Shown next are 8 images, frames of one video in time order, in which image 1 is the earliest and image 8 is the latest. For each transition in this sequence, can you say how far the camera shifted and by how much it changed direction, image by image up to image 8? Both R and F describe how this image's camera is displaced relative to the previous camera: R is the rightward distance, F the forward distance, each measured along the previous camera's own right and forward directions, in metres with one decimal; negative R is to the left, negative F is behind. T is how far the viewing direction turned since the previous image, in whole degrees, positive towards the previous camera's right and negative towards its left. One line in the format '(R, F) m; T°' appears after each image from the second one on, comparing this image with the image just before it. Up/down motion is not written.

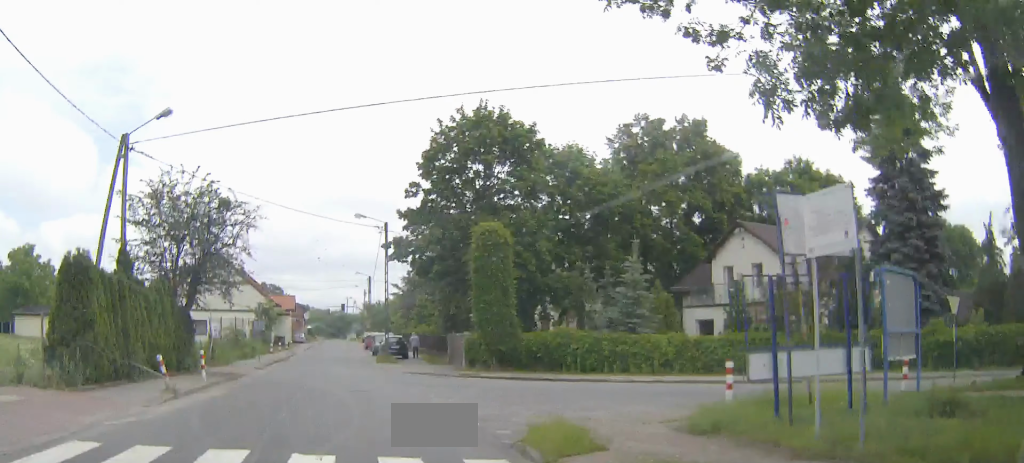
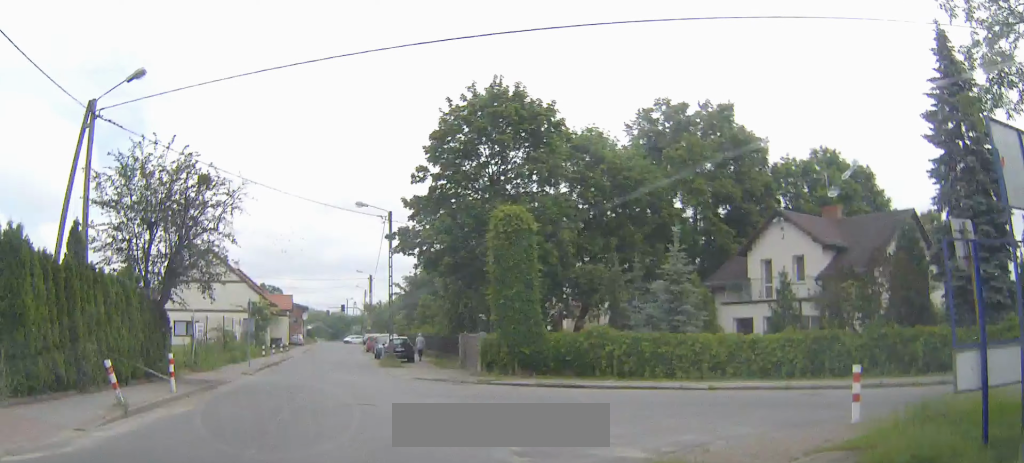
(0.0, +3.8) m; 0°
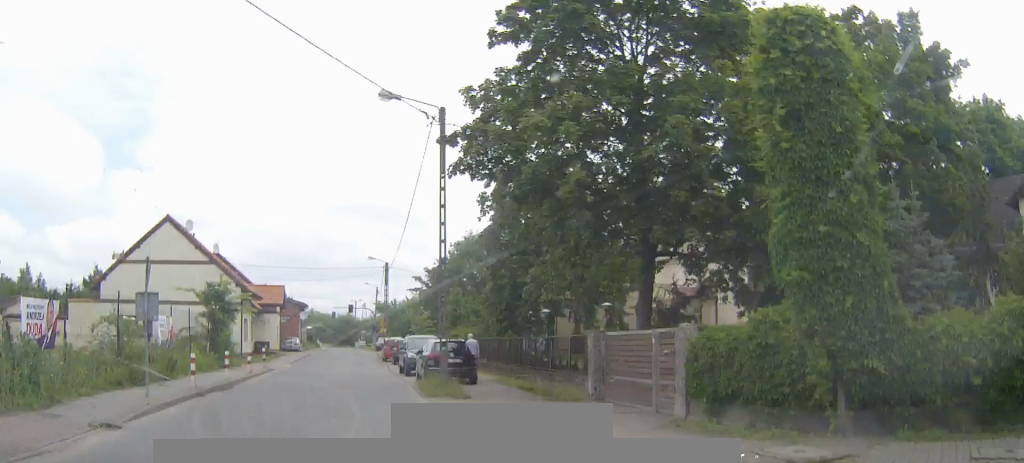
(0.0, +17.7) m; -1°
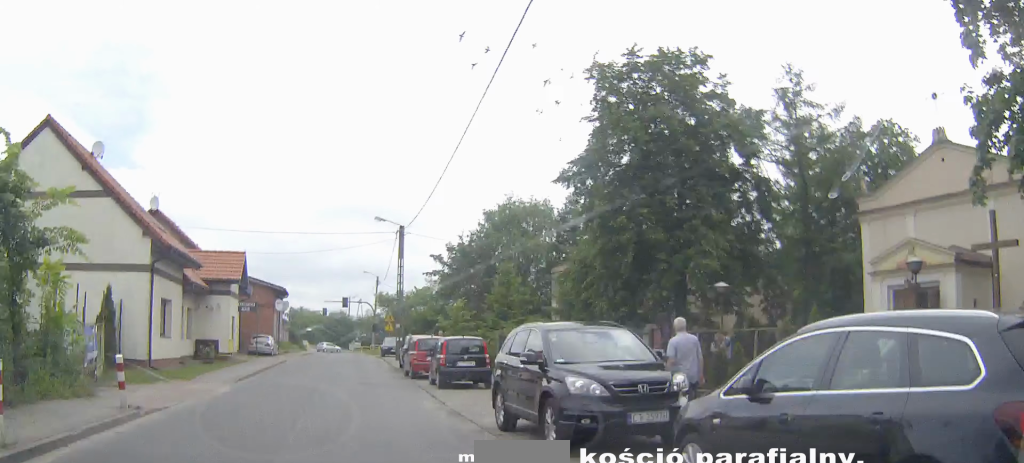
(-0.1, +21.4) m; 0°
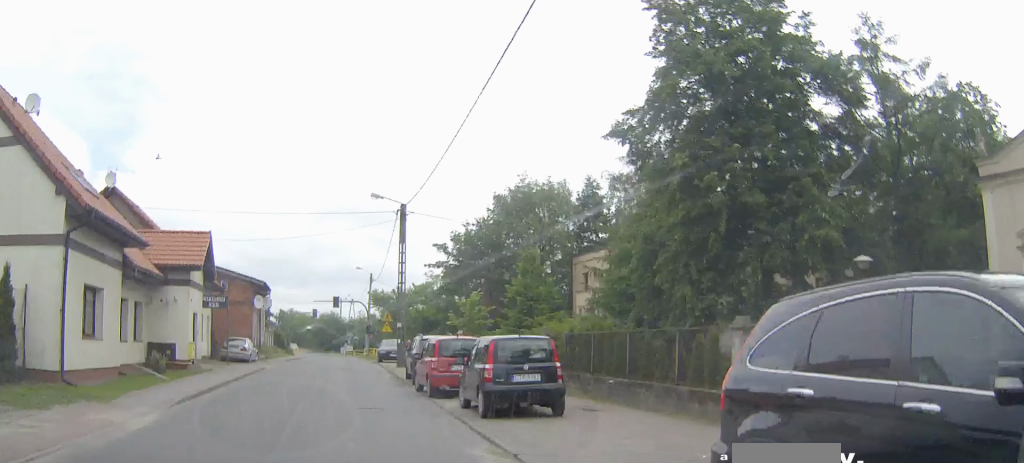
(0.0, +8.0) m; 0°
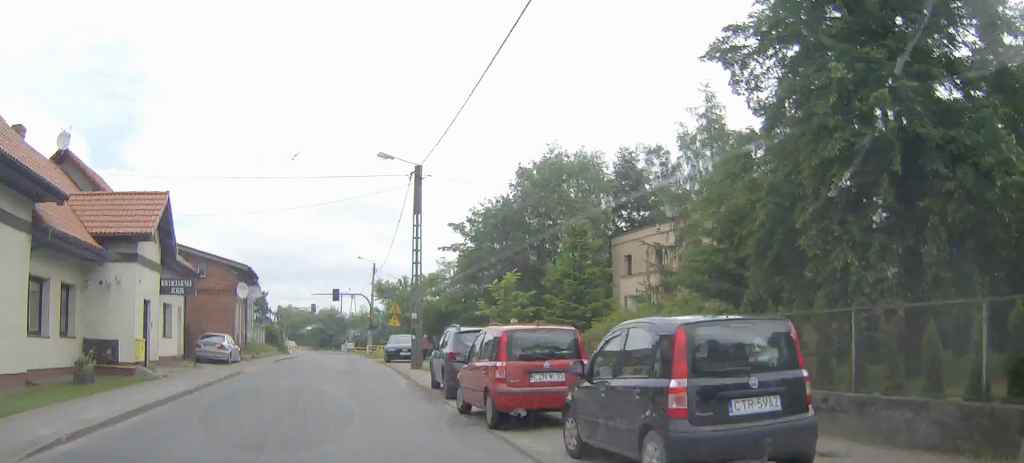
(+0.1, +7.7) m; +1°
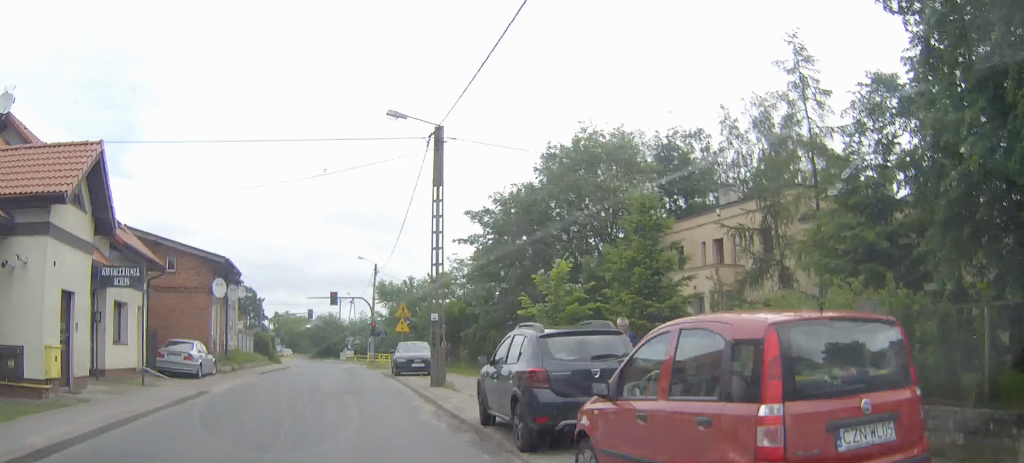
(0.0, +6.8) m; +1°
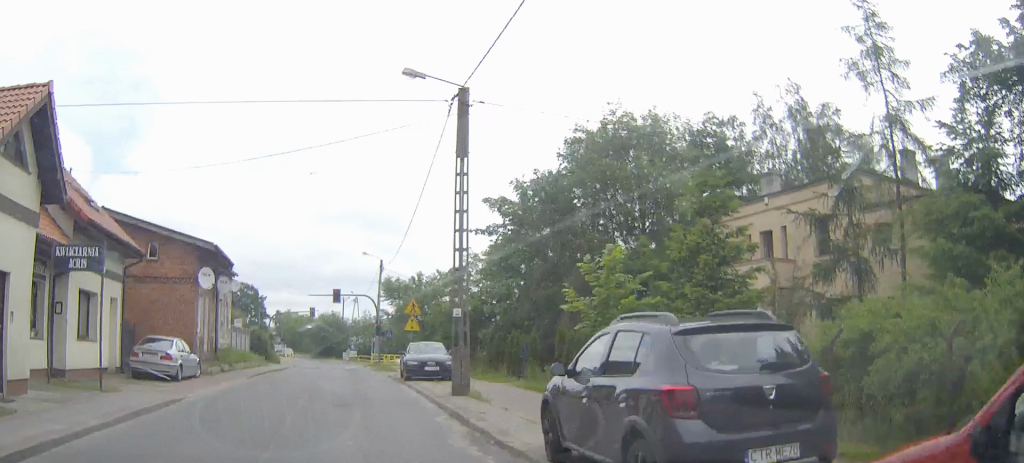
(0.0, +3.9) m; 0°
